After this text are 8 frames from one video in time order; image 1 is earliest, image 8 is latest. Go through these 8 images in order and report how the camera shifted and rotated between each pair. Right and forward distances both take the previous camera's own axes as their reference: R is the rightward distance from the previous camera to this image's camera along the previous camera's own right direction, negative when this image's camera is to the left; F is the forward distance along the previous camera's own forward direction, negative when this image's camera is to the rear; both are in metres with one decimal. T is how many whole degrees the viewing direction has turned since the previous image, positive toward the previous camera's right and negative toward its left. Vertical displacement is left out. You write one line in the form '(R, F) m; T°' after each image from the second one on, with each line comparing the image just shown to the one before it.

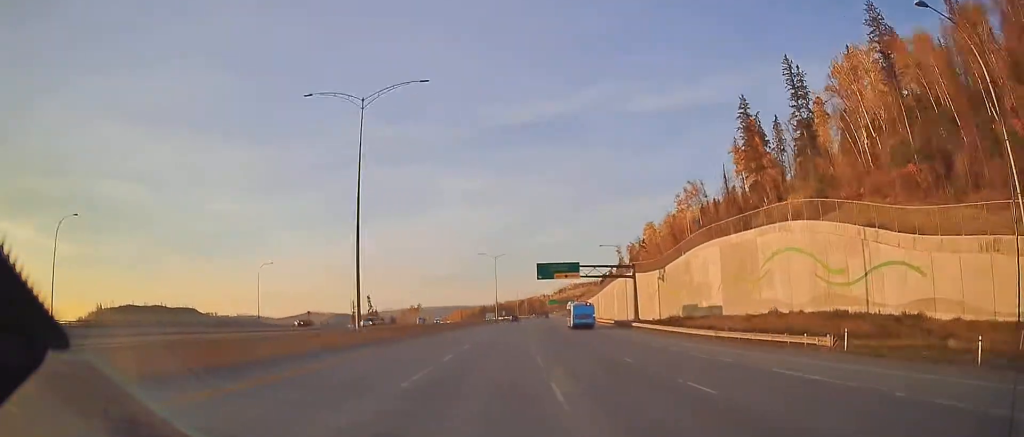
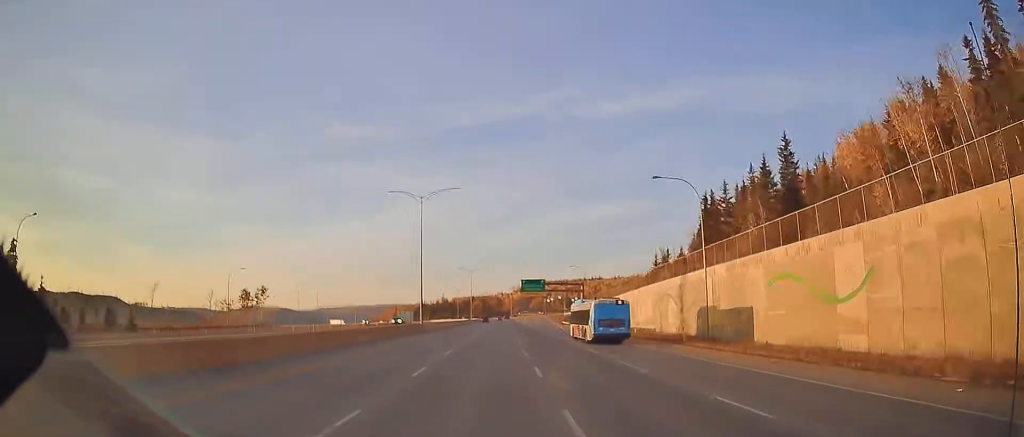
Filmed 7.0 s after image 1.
(+9.6, +183.3) m; +4°
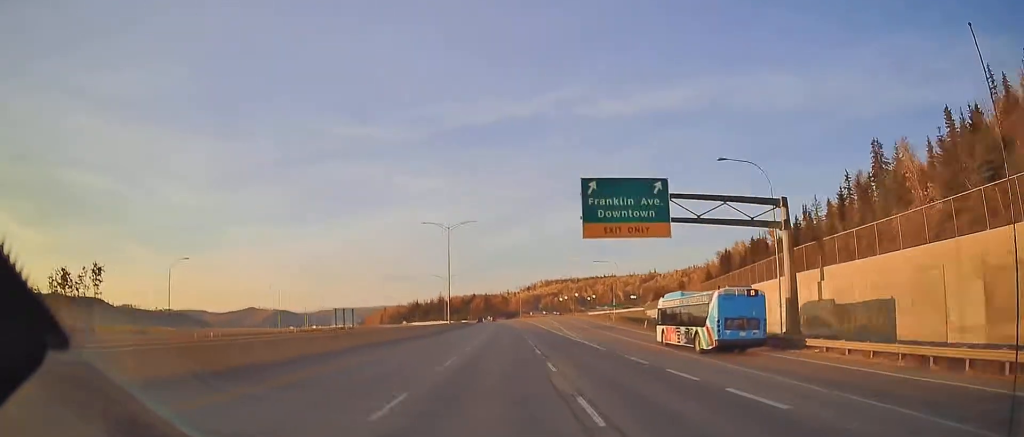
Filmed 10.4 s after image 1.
(+0.3, +88.3) m; 0°
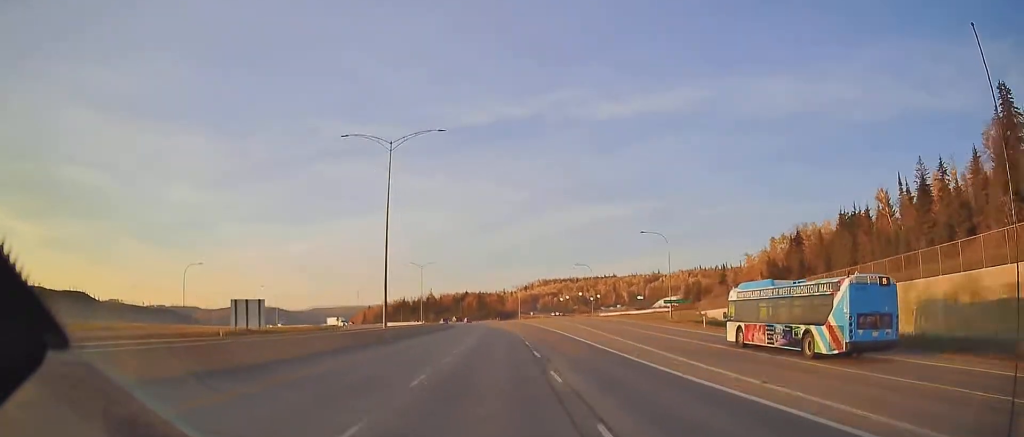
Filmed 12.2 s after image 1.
(-0.3, +46.7) m; -1°
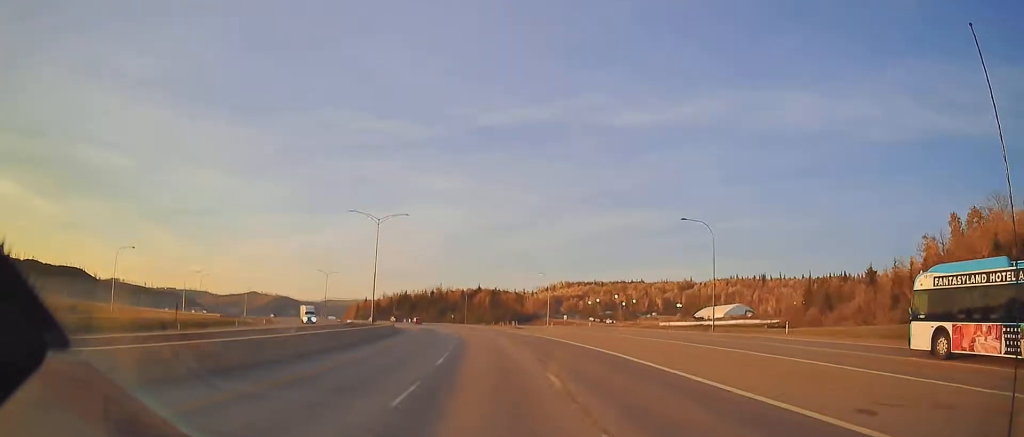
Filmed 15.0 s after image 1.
(-1.2, +72.4) m; -5°
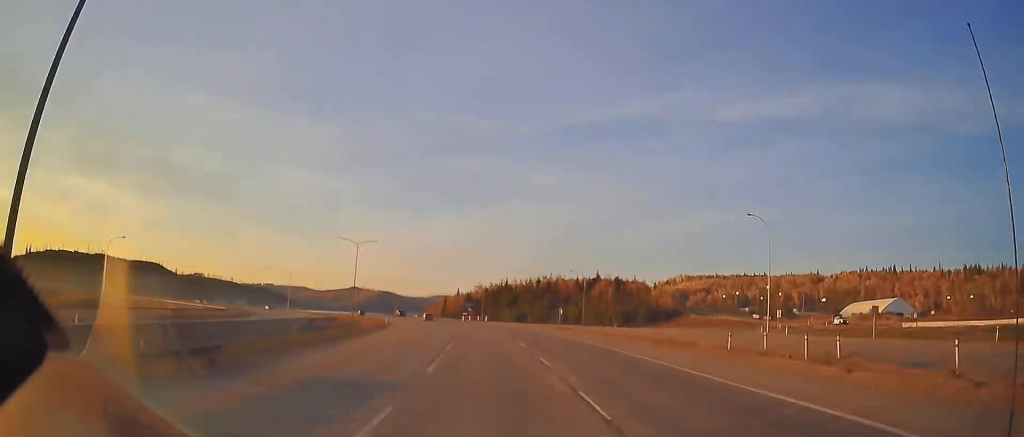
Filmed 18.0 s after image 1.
(-5.8, +76.9) m; -10°
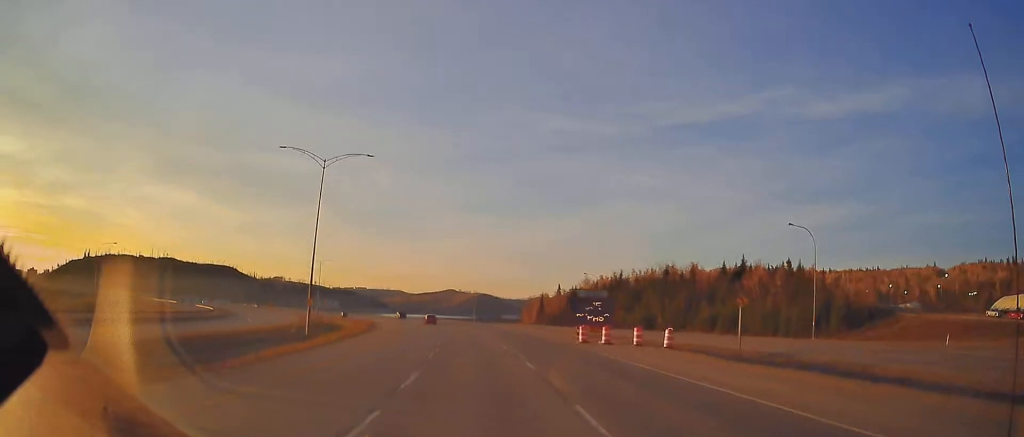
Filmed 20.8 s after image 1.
(-7.1, +72.0) m; -11°
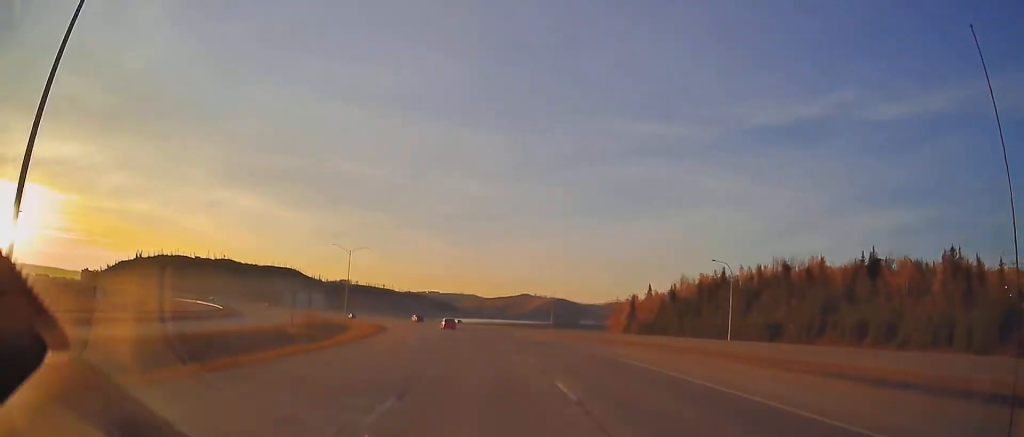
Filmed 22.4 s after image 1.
(-0.9, +41.4) m; -6°
